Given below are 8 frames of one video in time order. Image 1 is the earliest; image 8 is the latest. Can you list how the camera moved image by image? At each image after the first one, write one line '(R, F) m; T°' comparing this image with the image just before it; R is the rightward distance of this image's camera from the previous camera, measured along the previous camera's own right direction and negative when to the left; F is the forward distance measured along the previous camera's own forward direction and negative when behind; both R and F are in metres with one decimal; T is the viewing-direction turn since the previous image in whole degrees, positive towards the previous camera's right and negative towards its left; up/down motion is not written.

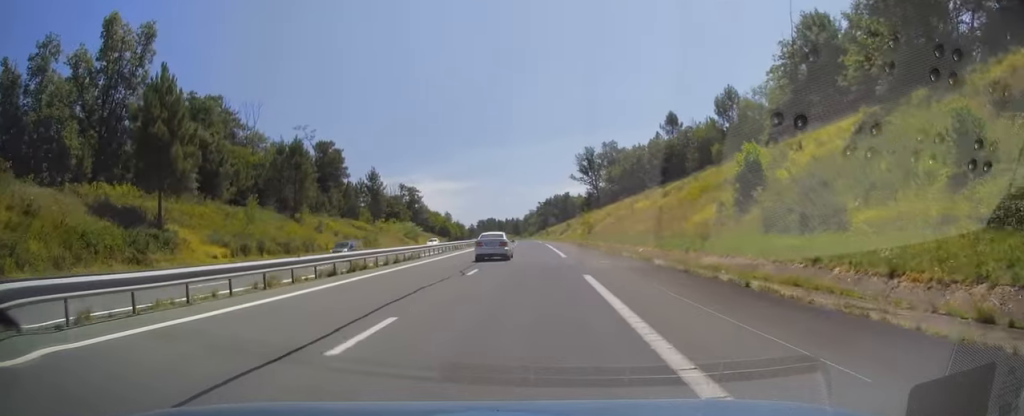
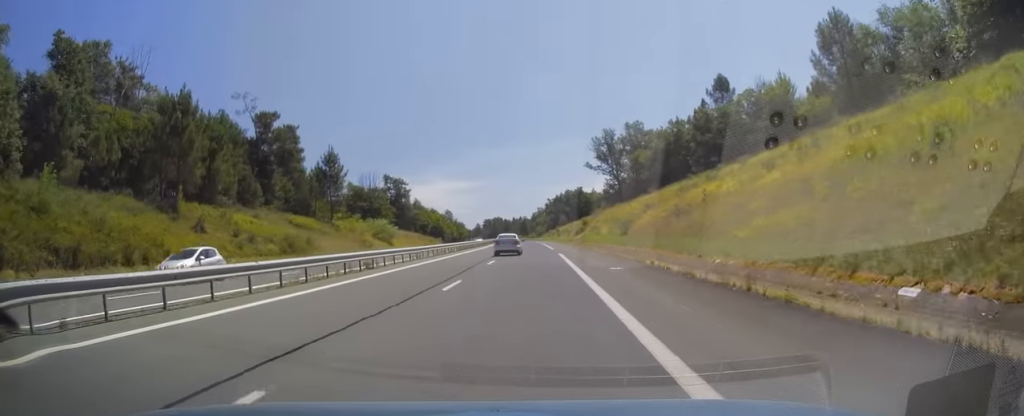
(-0.2, +31.0) m; -1°
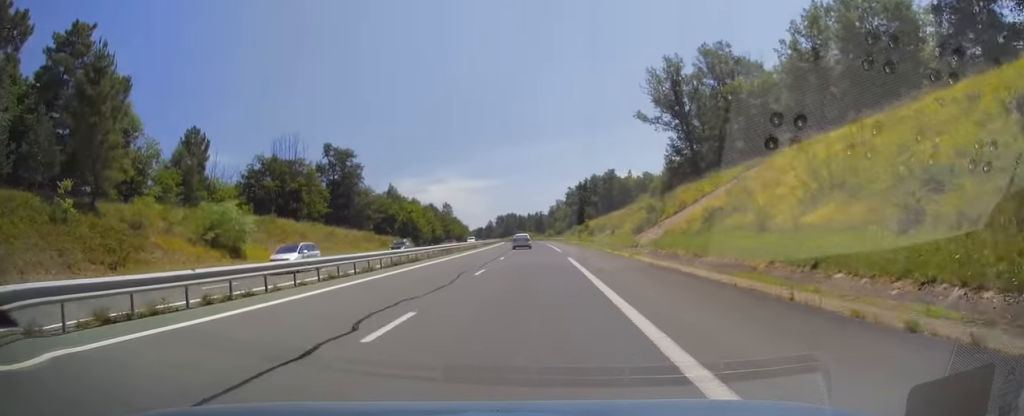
(-1.1, +59.4) m; -1°
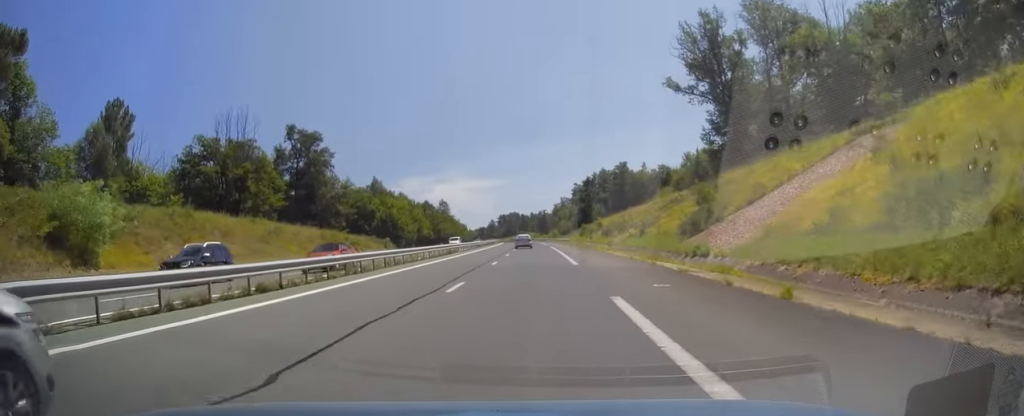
(0.0, +19.2) m; 0°
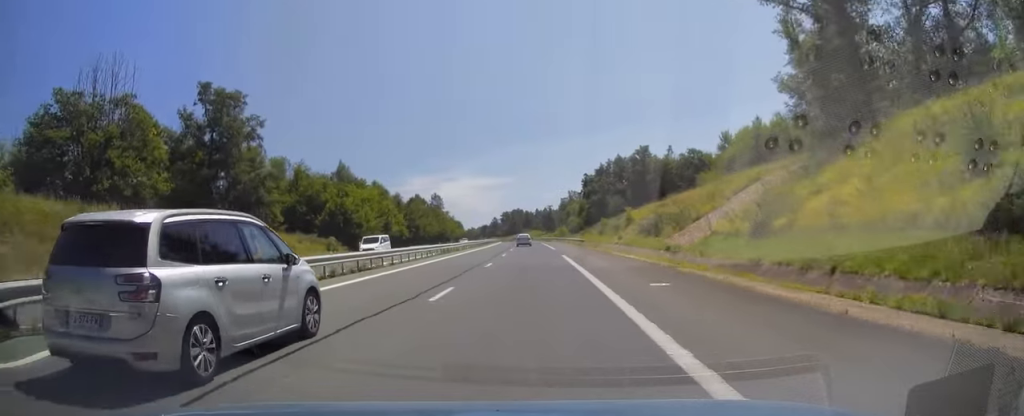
(-0.1, +28.1) m; -1°
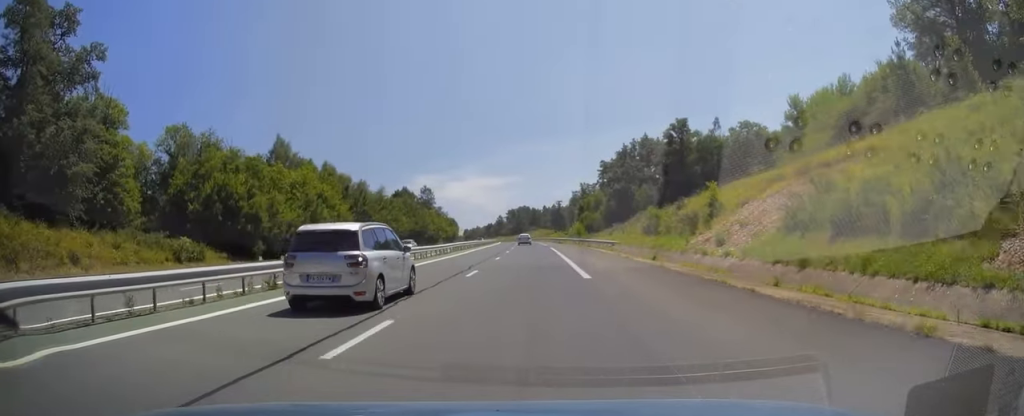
(-0.4, +31.9) m; -1°
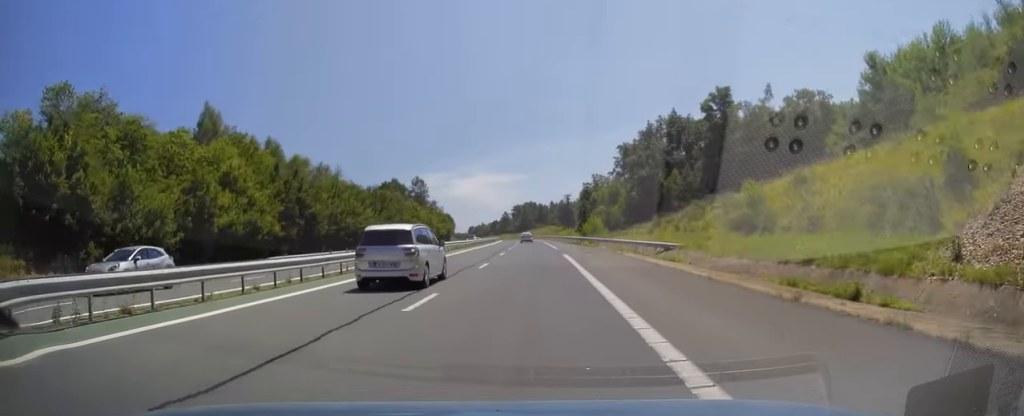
(0.0, +22.2) m; 0°
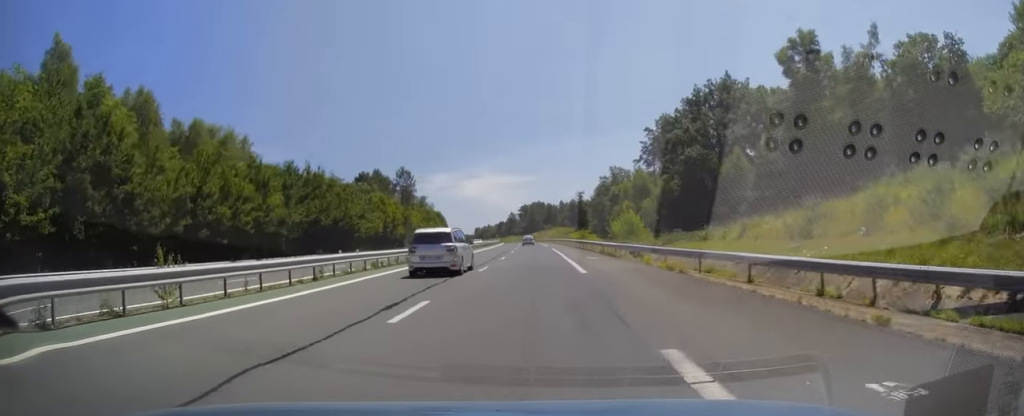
(0.0, +27.1) m; -1°
